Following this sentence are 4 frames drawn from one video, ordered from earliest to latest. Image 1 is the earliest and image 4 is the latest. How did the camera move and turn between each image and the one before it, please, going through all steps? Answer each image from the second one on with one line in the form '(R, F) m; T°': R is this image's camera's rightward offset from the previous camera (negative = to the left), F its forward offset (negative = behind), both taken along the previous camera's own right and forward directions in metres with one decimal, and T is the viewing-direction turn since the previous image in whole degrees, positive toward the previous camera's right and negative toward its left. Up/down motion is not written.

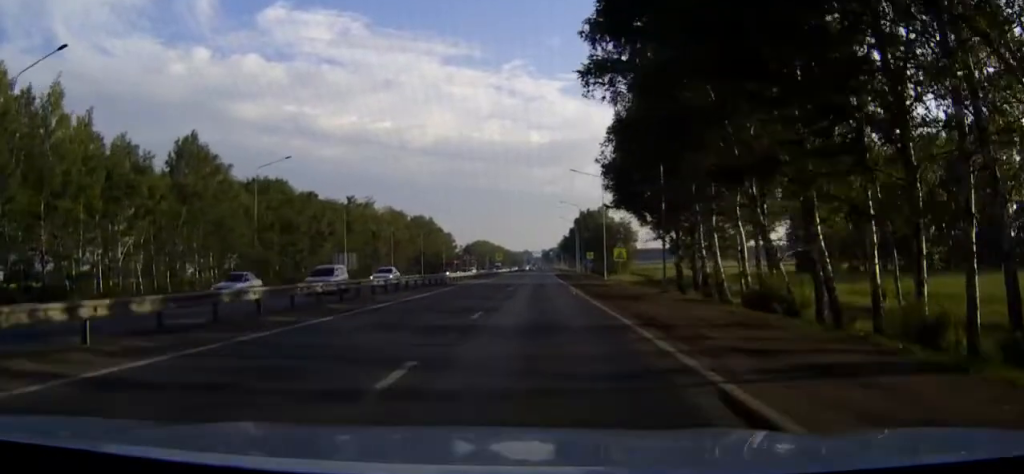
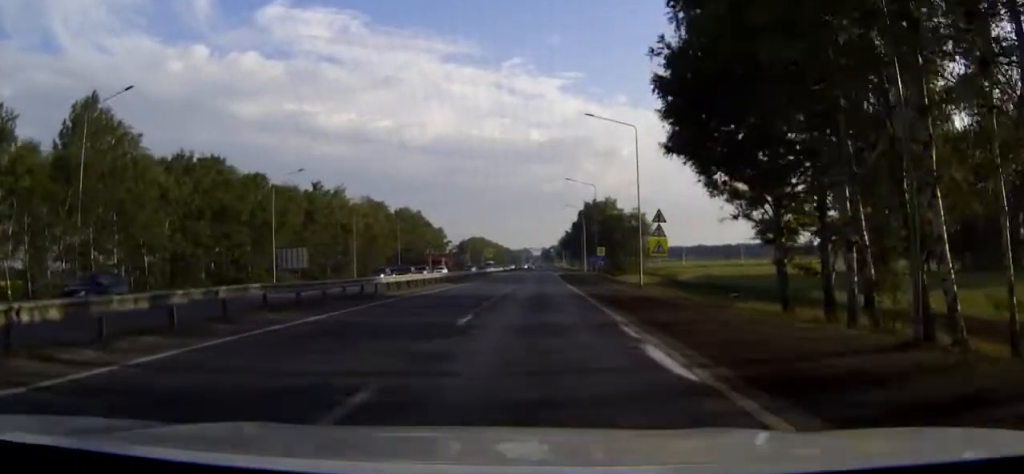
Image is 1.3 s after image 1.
(-0.1, +26.5) m; 0°
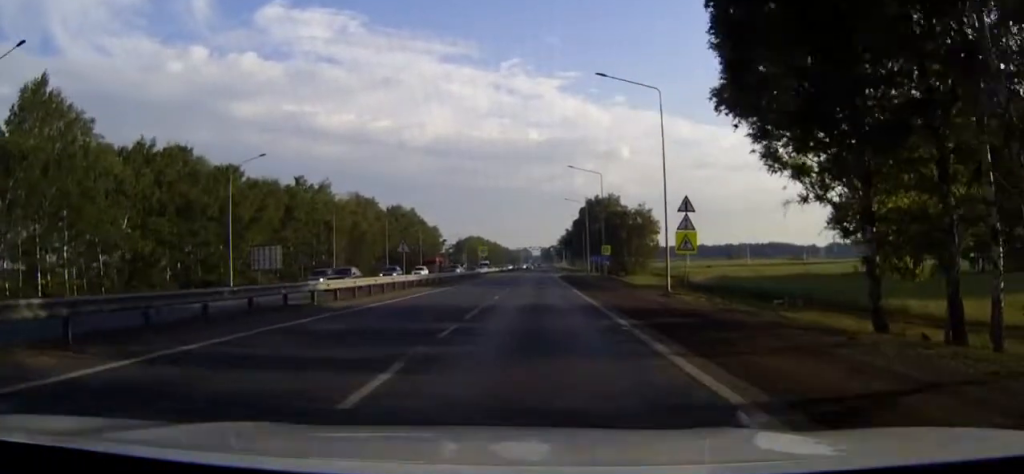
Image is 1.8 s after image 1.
(0.0, +10.3) m; 0°
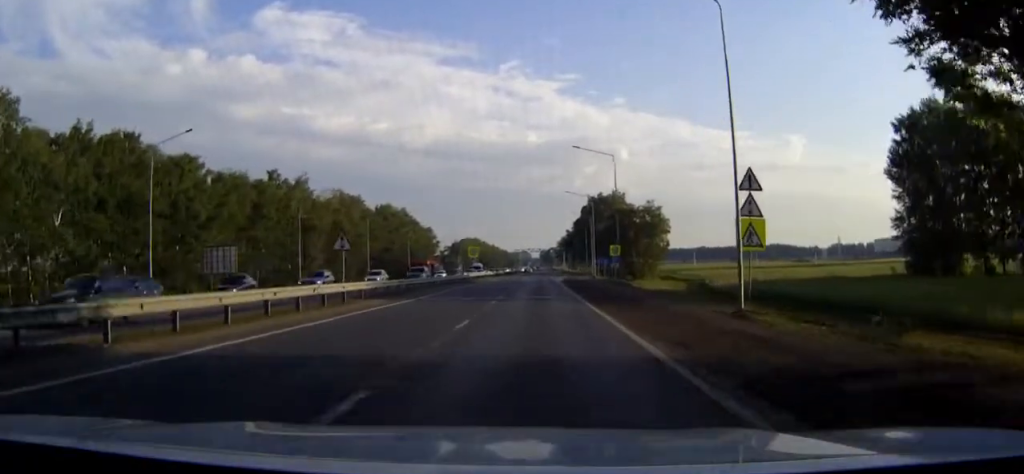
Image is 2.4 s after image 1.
(0.0, +13.7) m; 0°
